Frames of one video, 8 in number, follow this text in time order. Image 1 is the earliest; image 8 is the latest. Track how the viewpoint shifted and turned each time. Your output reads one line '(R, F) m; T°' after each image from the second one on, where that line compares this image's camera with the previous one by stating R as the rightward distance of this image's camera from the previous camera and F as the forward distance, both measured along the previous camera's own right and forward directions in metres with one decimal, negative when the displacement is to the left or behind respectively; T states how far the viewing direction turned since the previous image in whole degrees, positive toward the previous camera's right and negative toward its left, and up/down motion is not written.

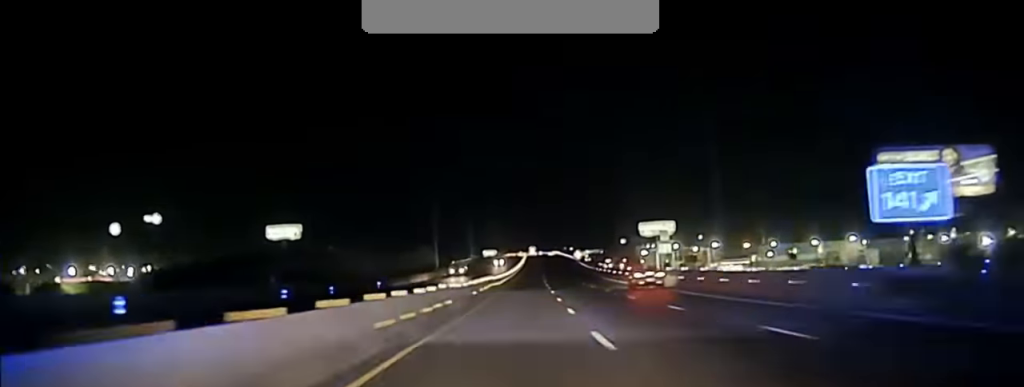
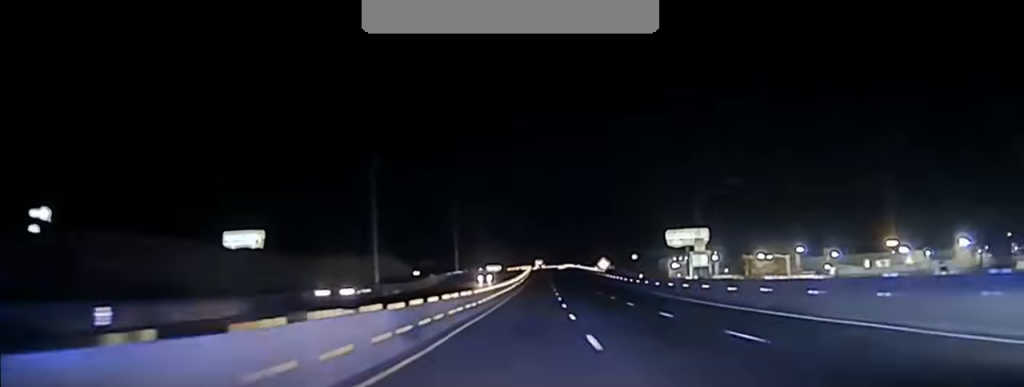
(-0.2, +56.4) m; -1°
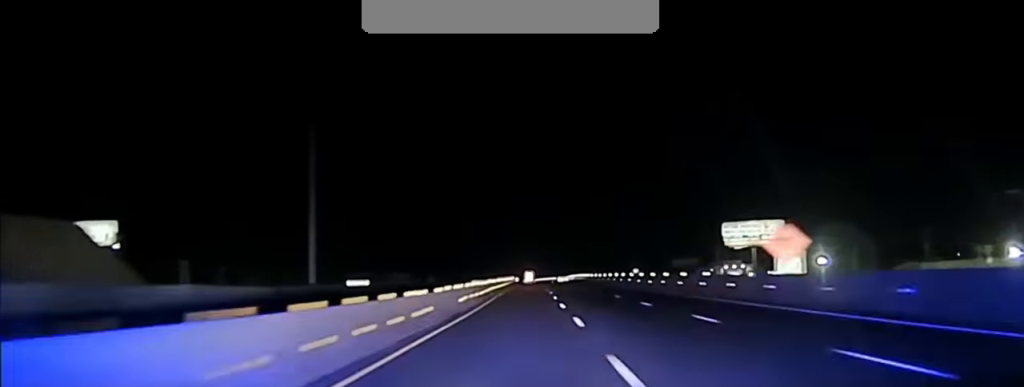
(+0.1, +98.0) m; 0°
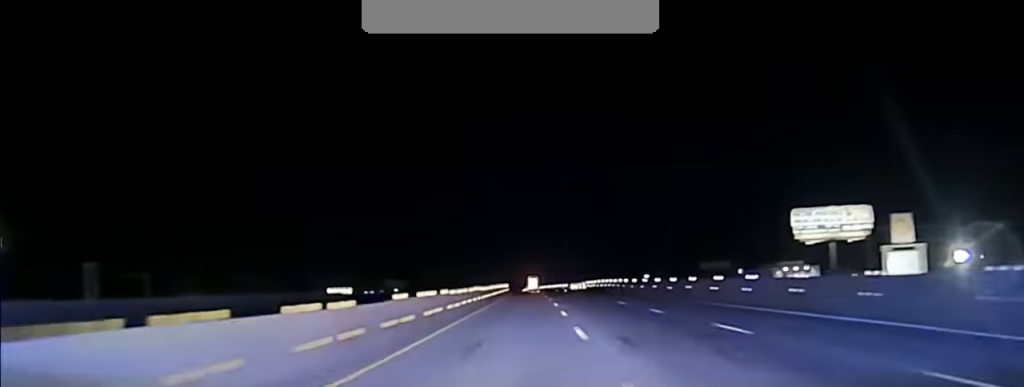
(-0.1, +50.4) m; -1°
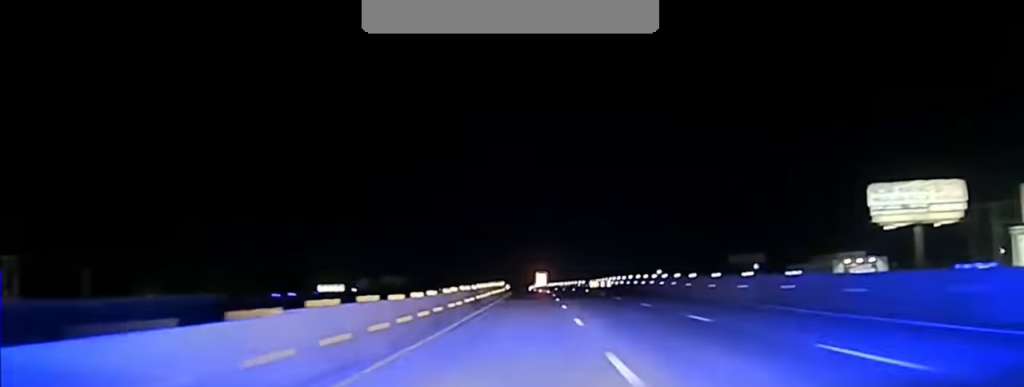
(-0.1, +31.9) m; -1°
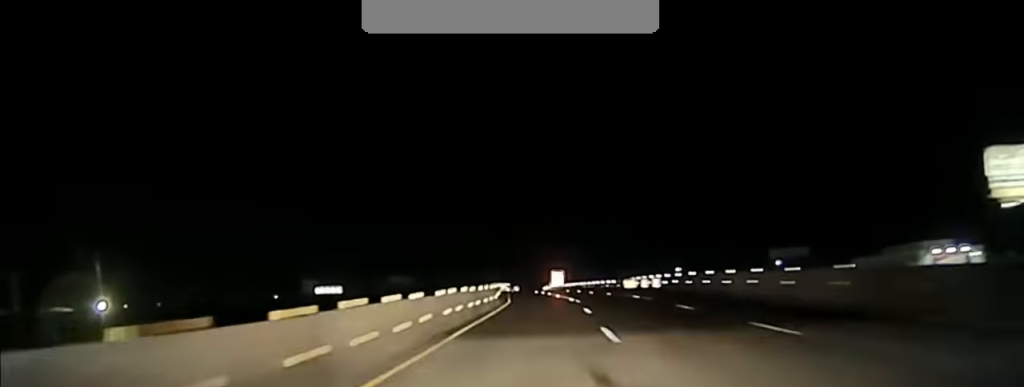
(-0.1, +29.8) m; -1°
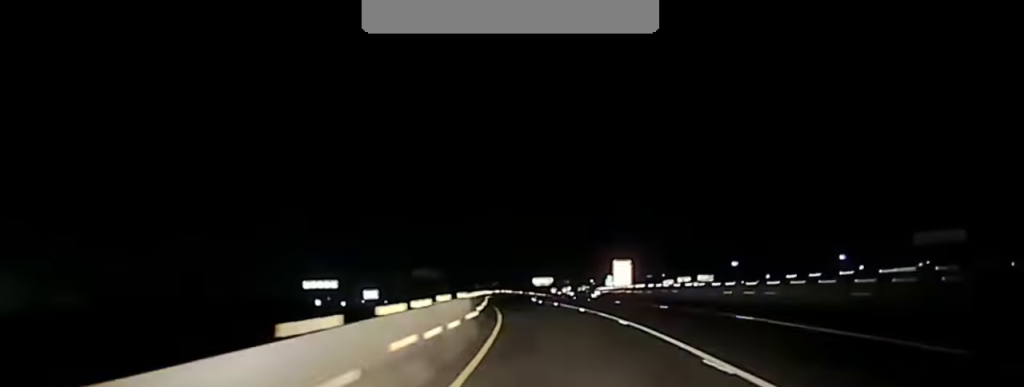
(-0.7, +70.0) m; -2°
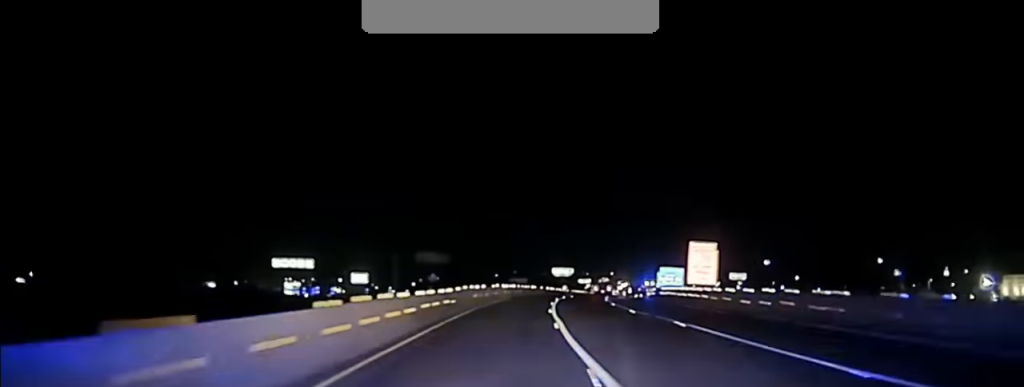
(-1.1, +46.8) m; -1°
